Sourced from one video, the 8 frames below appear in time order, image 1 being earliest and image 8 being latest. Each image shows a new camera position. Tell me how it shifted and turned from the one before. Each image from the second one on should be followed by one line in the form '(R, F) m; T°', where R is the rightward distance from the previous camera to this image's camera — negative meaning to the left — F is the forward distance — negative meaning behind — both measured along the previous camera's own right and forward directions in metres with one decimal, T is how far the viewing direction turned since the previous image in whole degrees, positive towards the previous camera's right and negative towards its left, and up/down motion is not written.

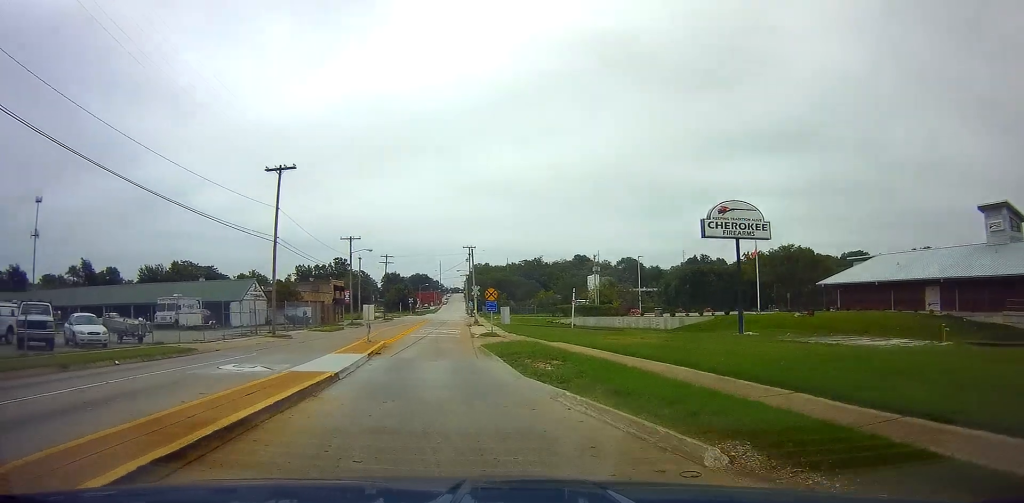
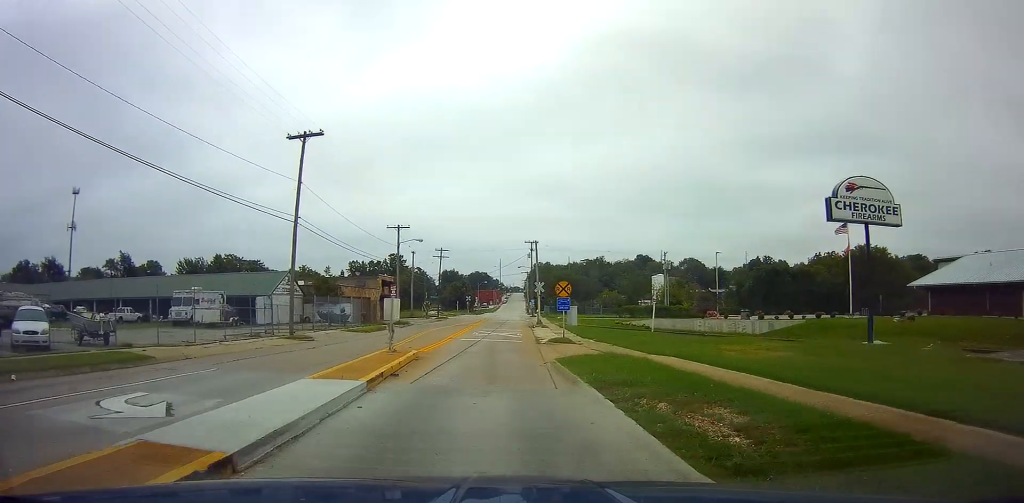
(-1.0, +7.8) m; -6°
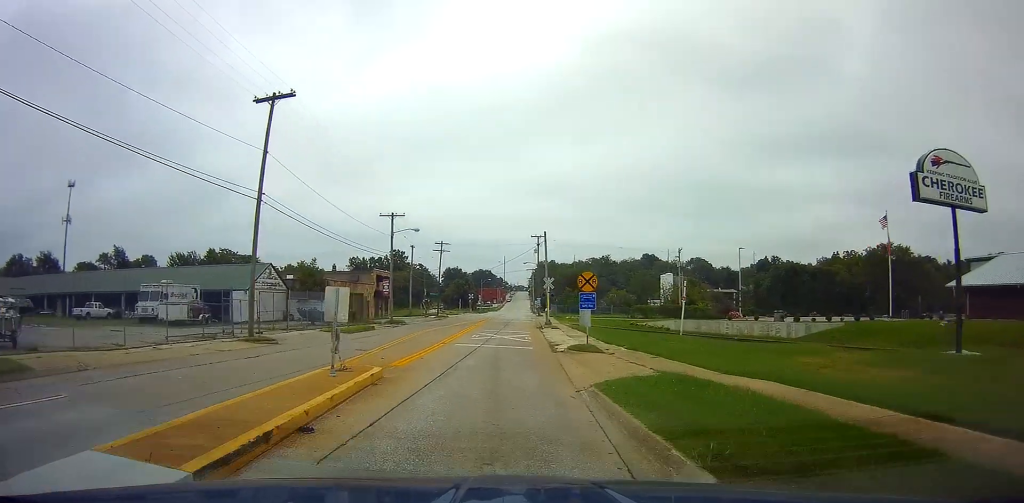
(+0.1, +6.6) m; +1°
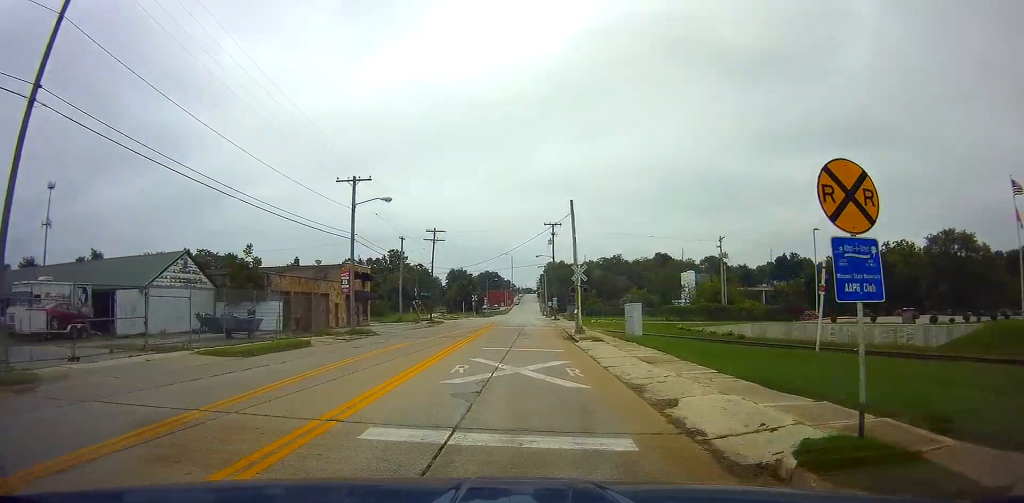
(+0.3, +16.9) m; +3°
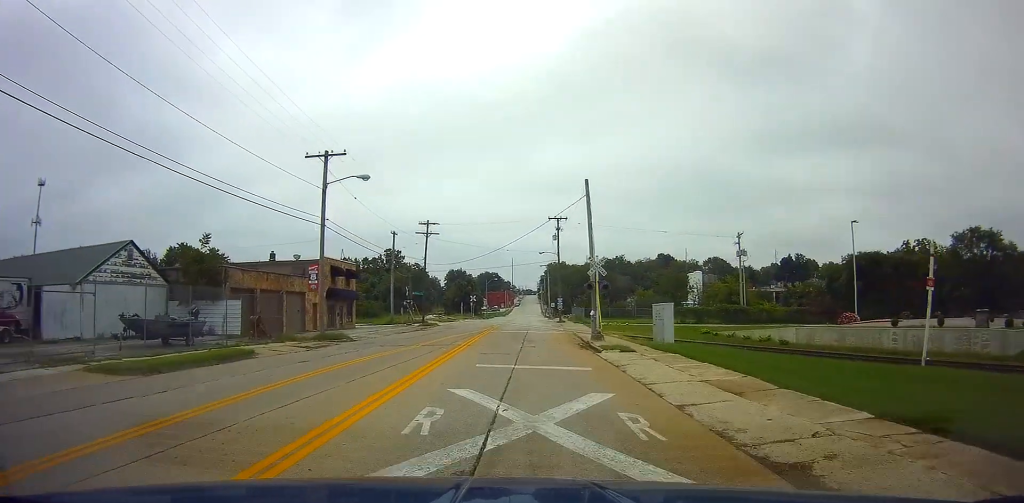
(+0.1, +6.8) m; 0°
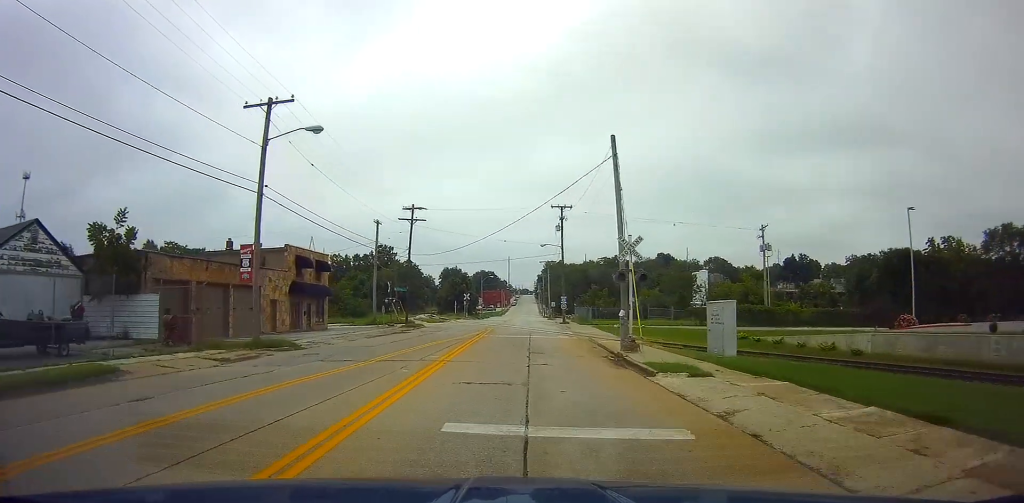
(+0.3, +8.5) m; -1°
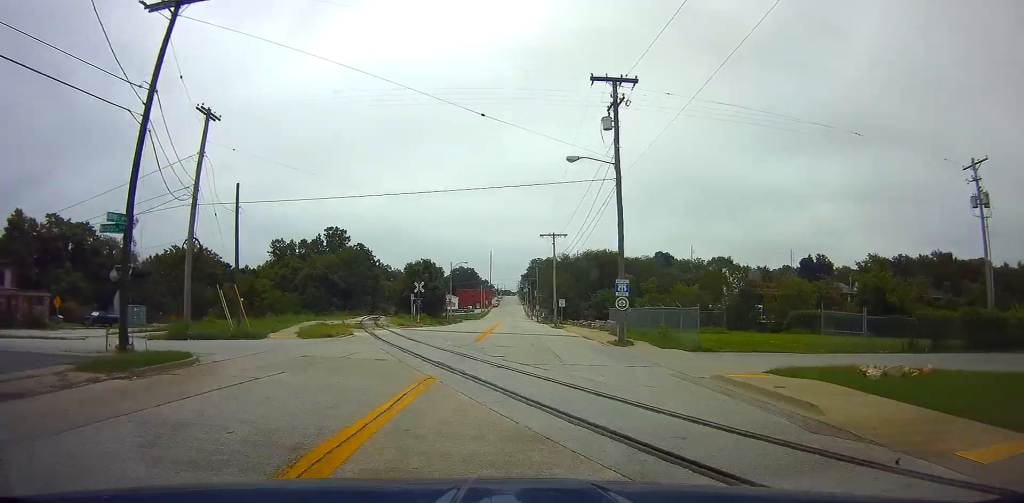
(+0.2, +39.1) m; +1°
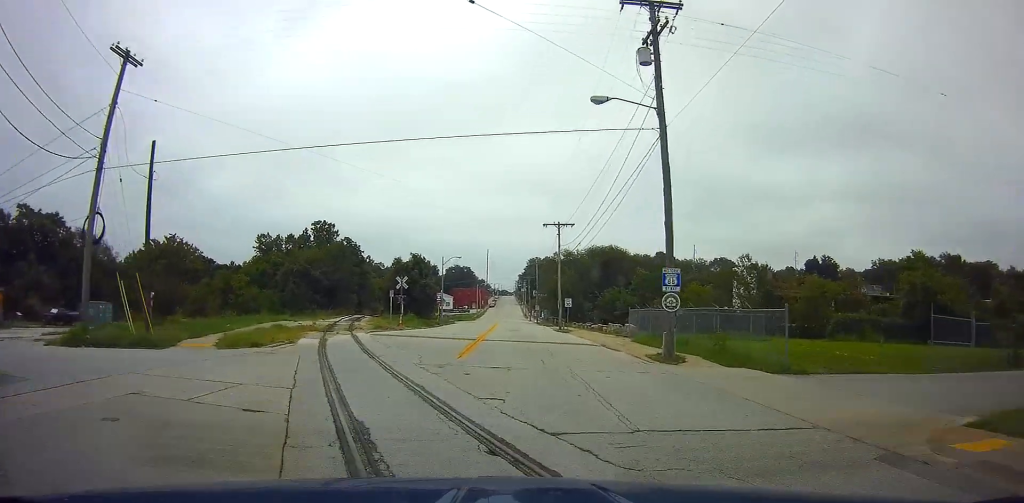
(-0.1, +8.5) m; -1°
